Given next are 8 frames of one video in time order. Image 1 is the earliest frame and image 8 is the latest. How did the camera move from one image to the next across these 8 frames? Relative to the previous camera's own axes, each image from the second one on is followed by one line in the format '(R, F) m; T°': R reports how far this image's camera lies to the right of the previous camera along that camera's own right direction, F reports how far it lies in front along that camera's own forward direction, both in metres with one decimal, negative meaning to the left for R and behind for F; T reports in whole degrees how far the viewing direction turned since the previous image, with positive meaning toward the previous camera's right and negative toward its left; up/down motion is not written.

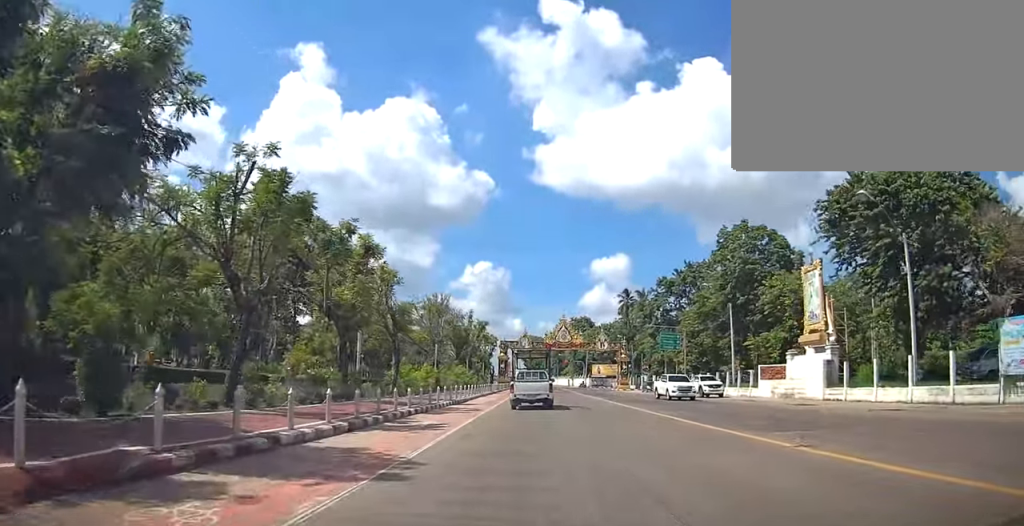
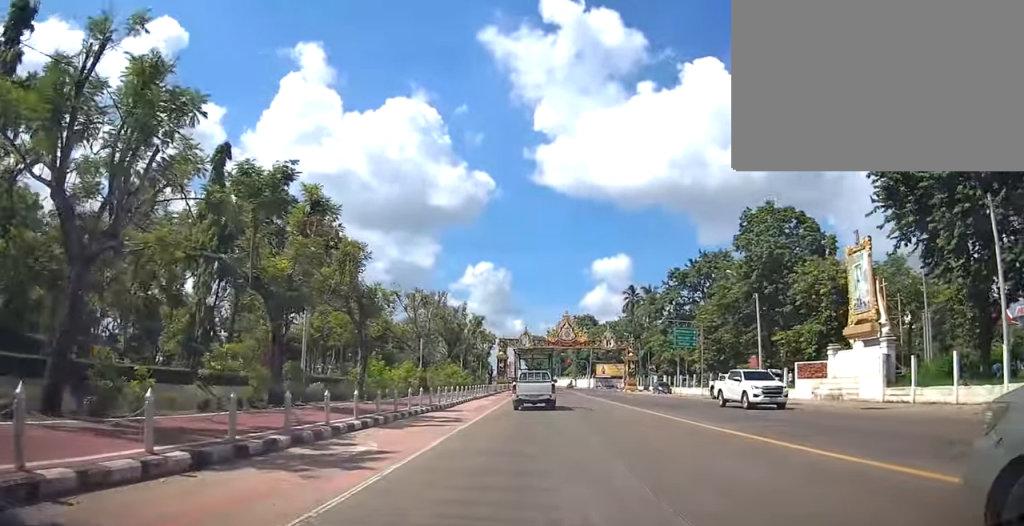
(0.0, +6.3) m; +2°
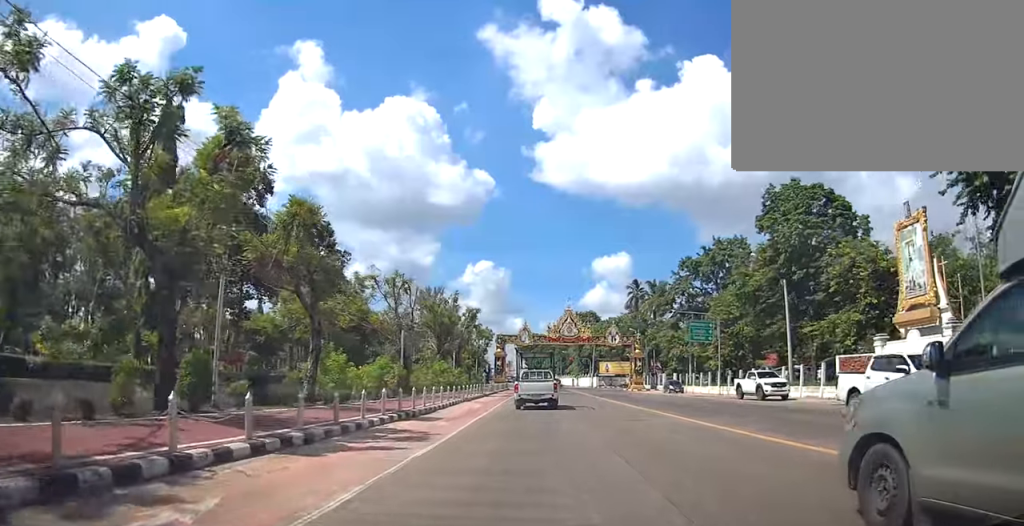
(-0.2, +5.6) m; +2°
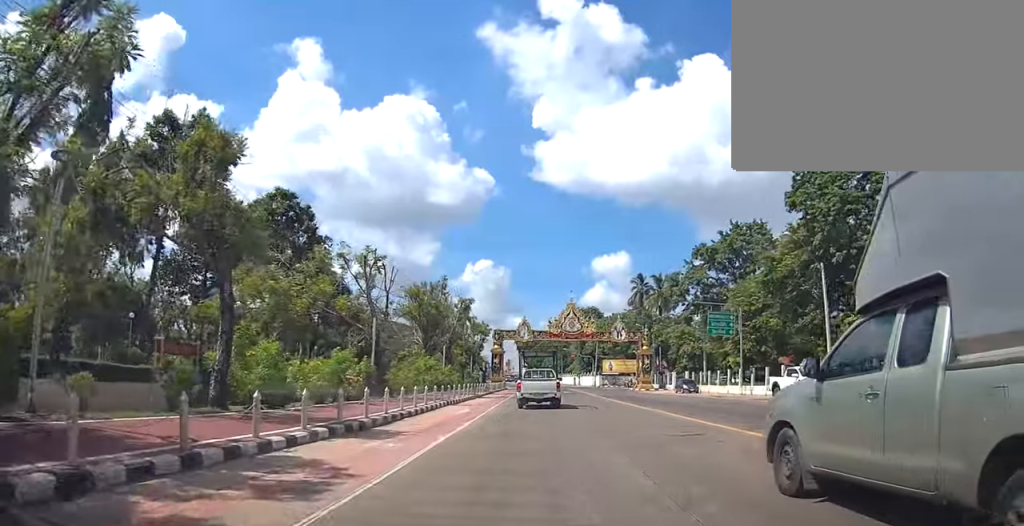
(+0.5, +5.8) m; 0°
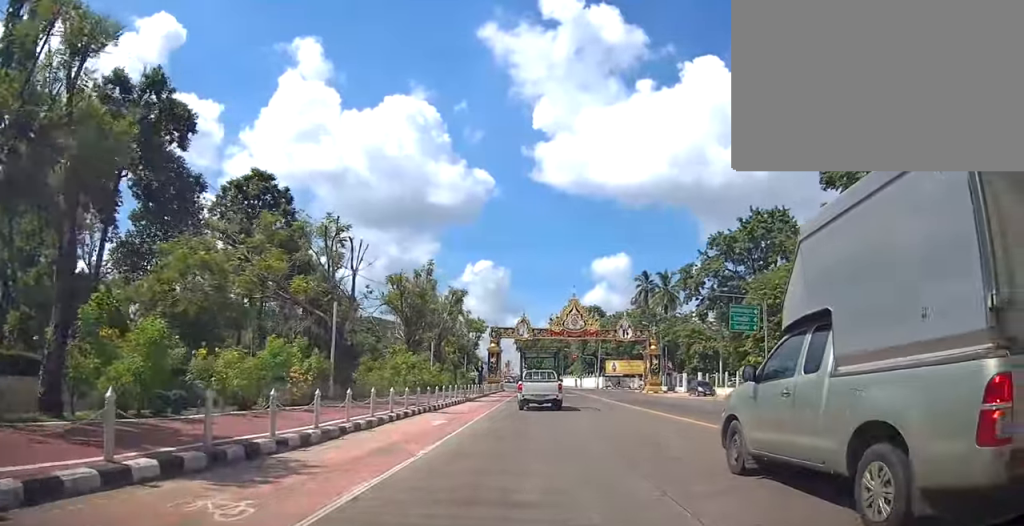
(+0.3, +5.4) m; 0°
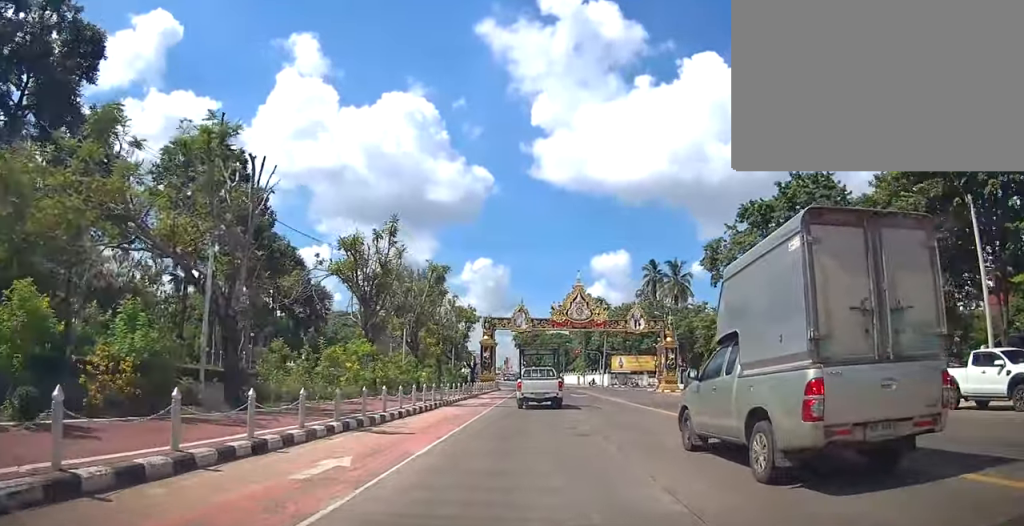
(-0.7, +8.7) m; 0°
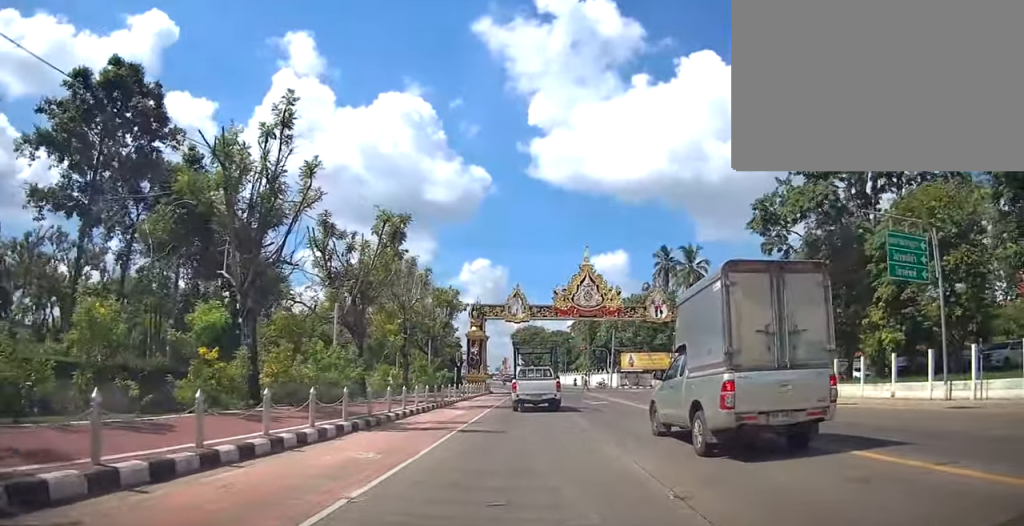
(+0.7, +11.2) m; 0°
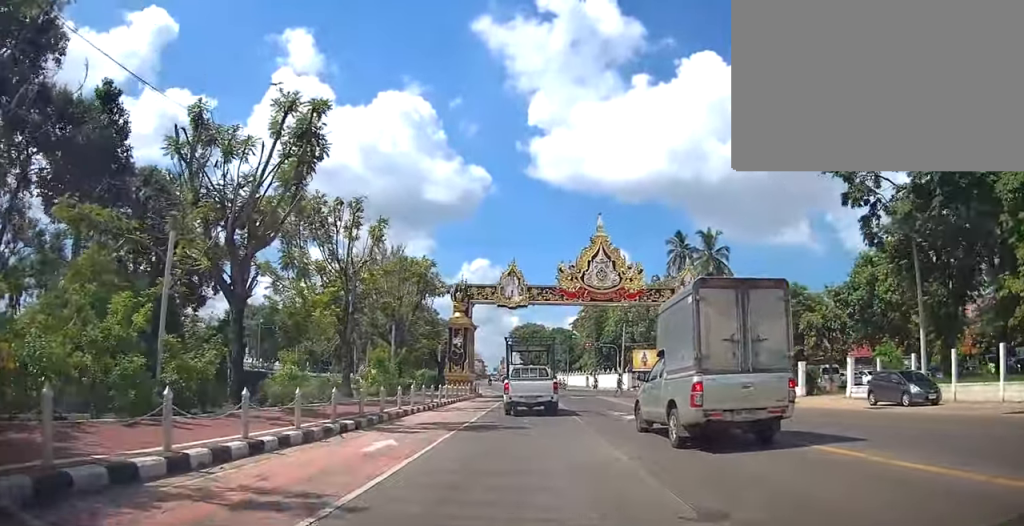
(-0.6, +10.5) m; +1°
